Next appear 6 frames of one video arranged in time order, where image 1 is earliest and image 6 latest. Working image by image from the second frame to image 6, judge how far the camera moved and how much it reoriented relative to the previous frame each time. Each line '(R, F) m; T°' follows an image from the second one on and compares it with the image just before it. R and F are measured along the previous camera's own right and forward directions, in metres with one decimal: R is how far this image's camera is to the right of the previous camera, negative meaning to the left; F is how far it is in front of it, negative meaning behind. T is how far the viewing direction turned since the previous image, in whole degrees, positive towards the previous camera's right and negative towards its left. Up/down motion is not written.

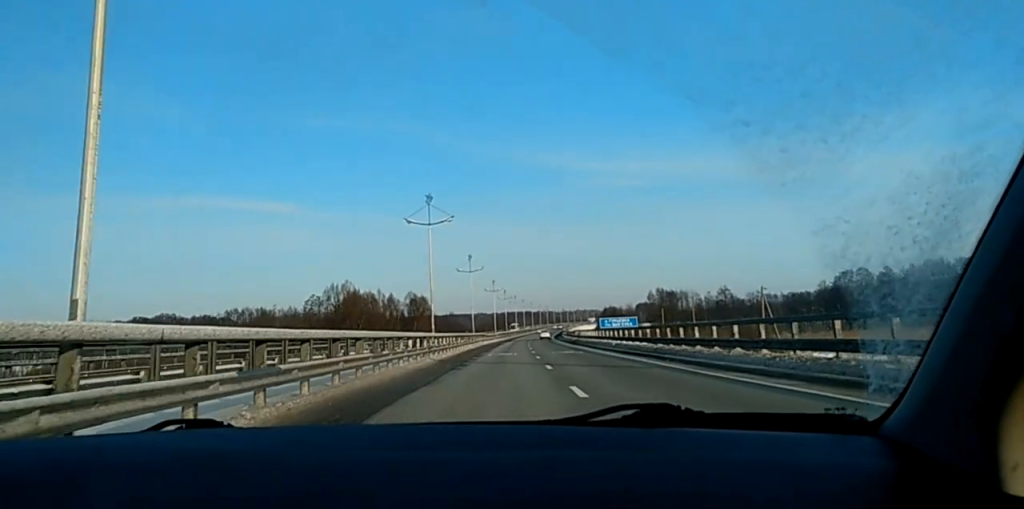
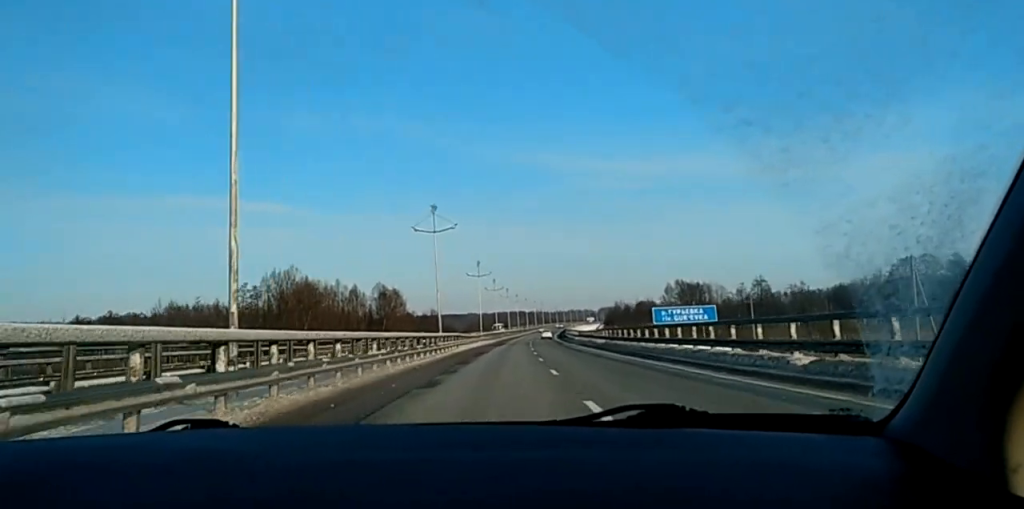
(+0.1, +40.7) m; 0°
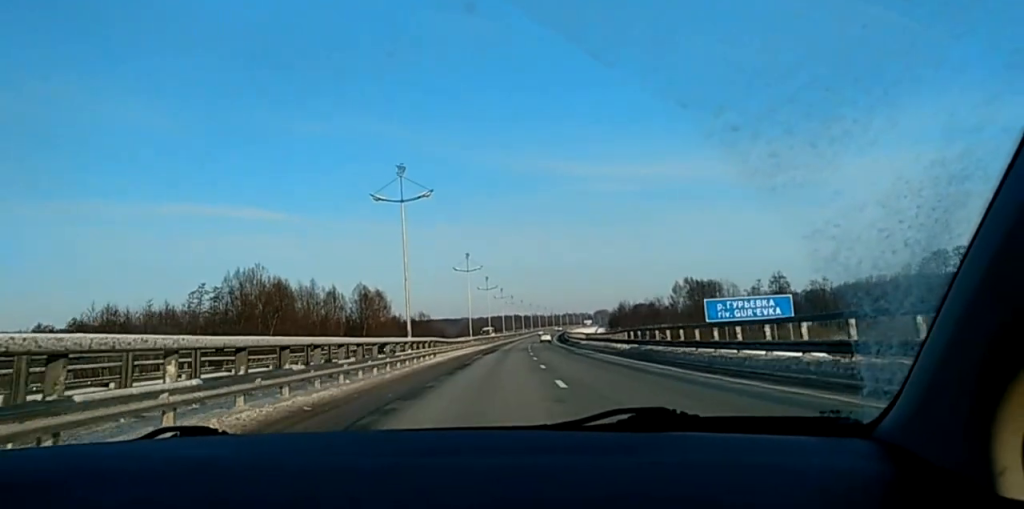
(0.0, +15.4) m; 0°
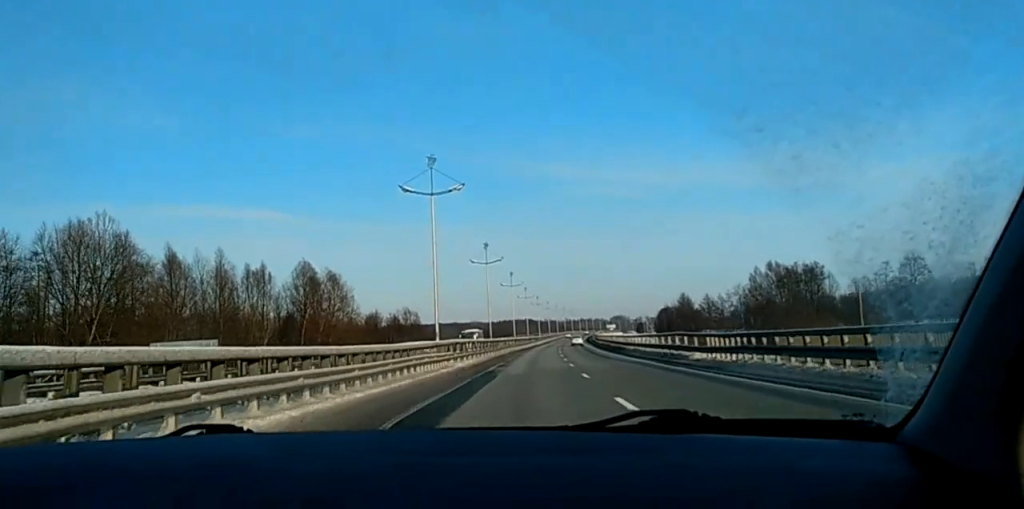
(+0.6, +53.2) m; +1°
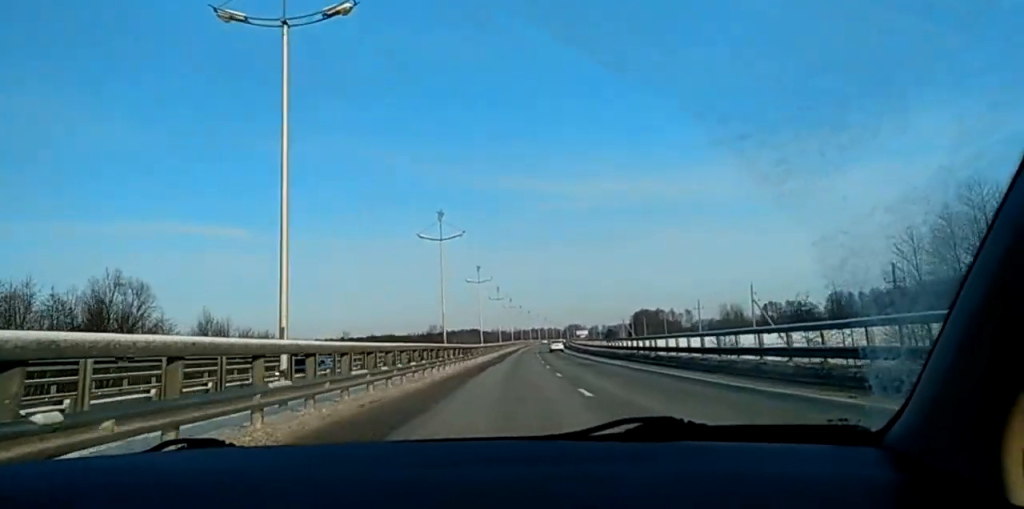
(+1.5, +101.4) m; +2°
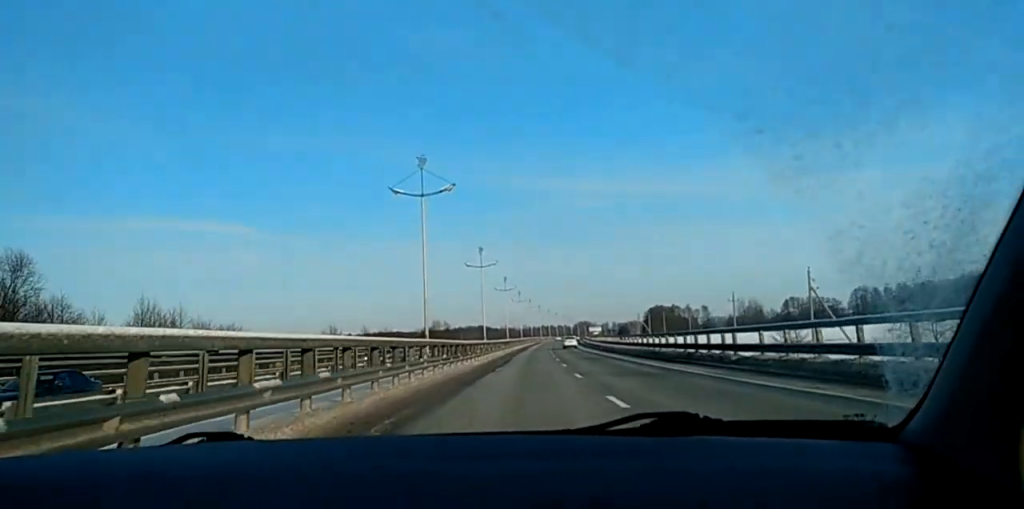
(+0.1, +16.8) m; 0°
